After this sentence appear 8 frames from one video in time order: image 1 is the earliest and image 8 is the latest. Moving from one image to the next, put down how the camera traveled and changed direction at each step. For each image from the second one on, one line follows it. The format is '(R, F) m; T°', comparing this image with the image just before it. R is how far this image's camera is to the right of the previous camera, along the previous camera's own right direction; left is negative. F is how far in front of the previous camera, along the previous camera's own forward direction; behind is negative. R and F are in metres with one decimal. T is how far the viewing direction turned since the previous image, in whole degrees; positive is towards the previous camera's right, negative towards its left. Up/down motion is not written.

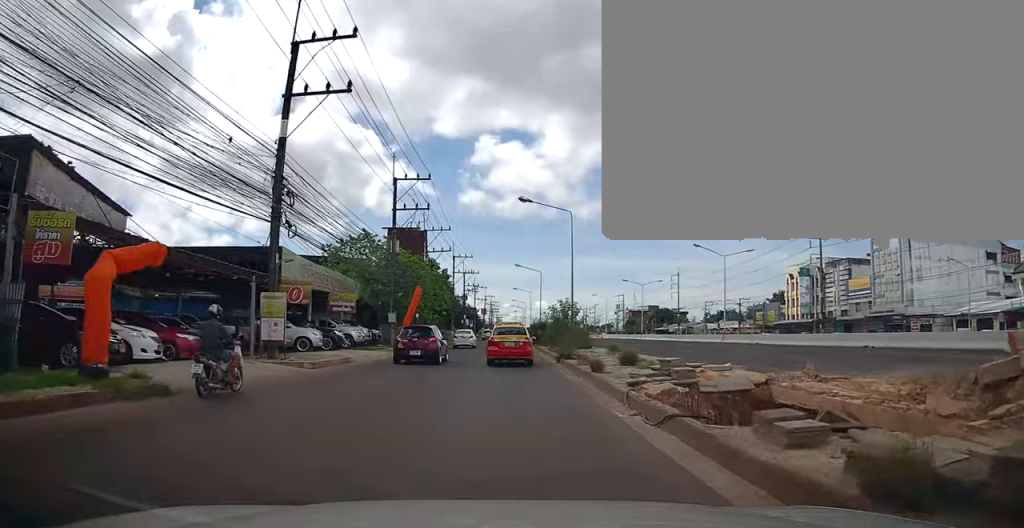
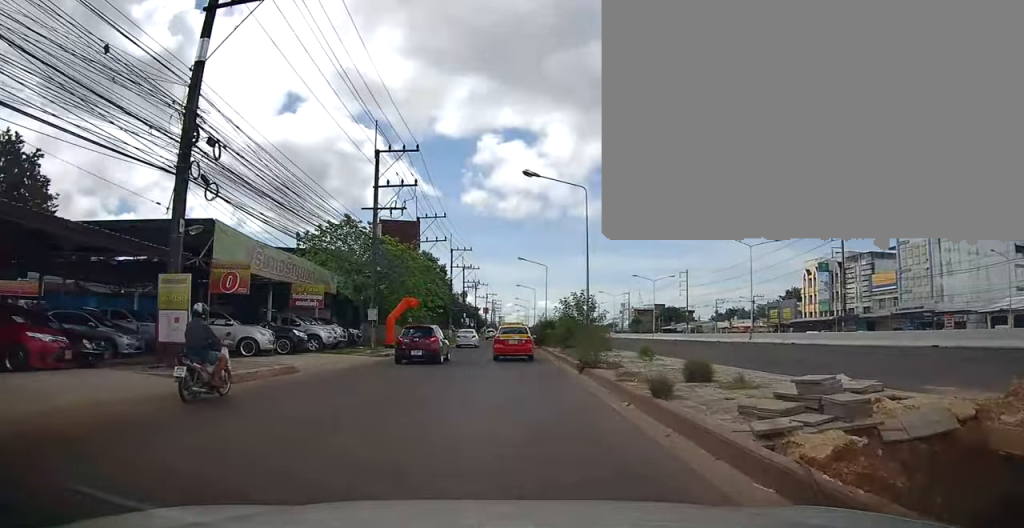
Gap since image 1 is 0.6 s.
(+0.4, +5.7) m; -1°
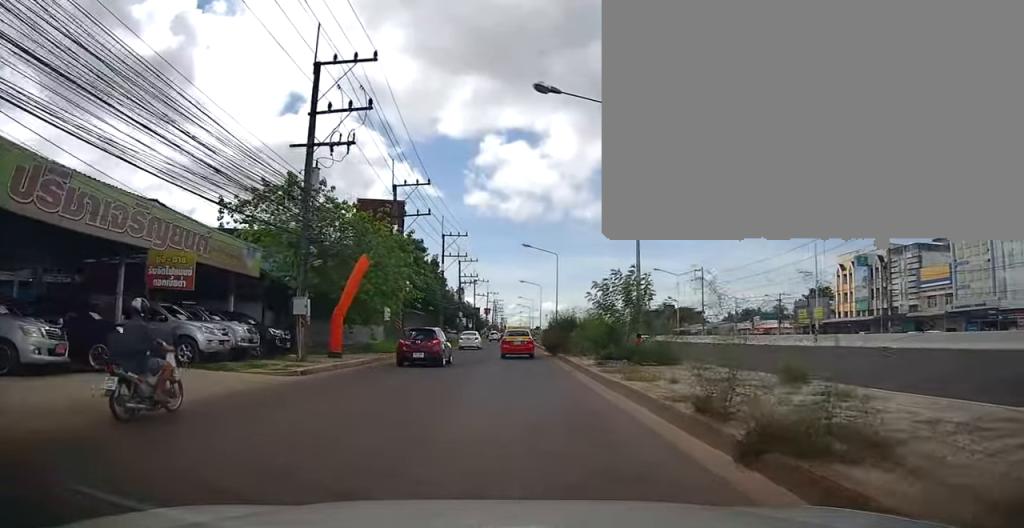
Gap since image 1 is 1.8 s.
(-0.8, +10.9) m; 0°
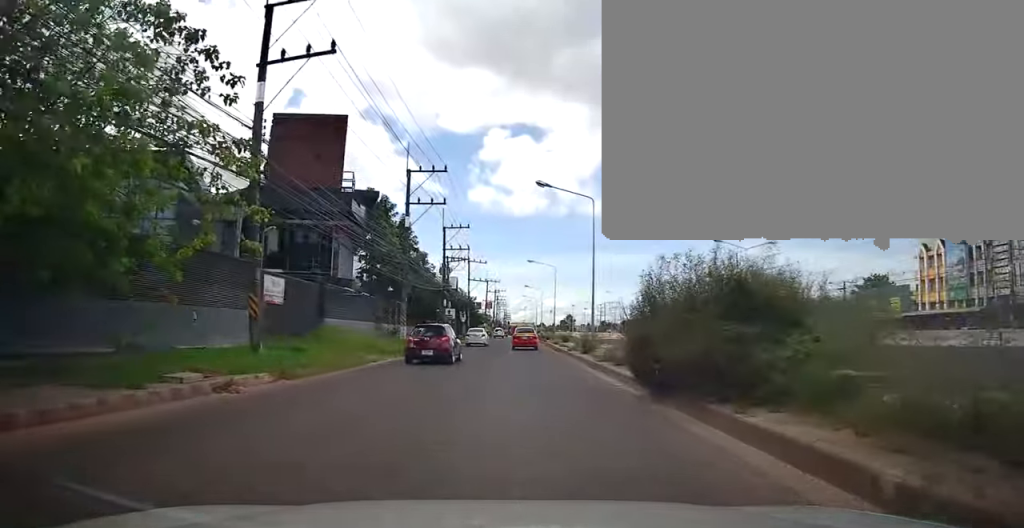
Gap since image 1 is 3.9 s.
(+0.7, +21.2) m; -2°
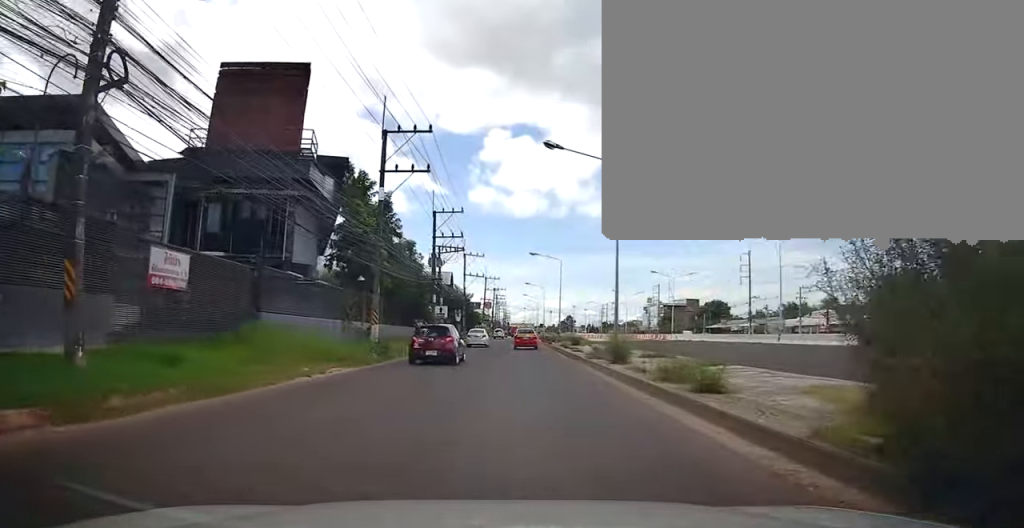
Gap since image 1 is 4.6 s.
(-0.5, +7.1) m; 0°
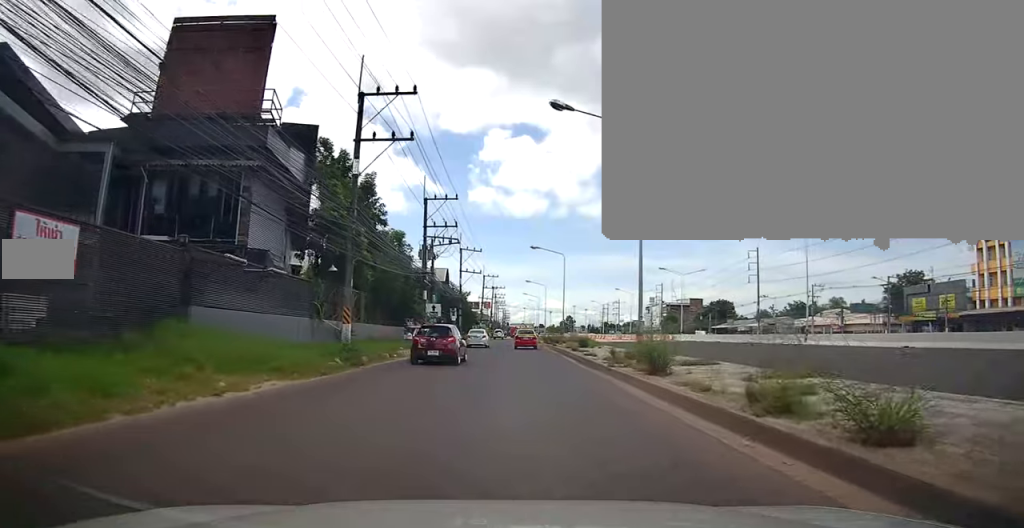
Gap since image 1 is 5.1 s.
(+0.4, +4.7) m; +2°
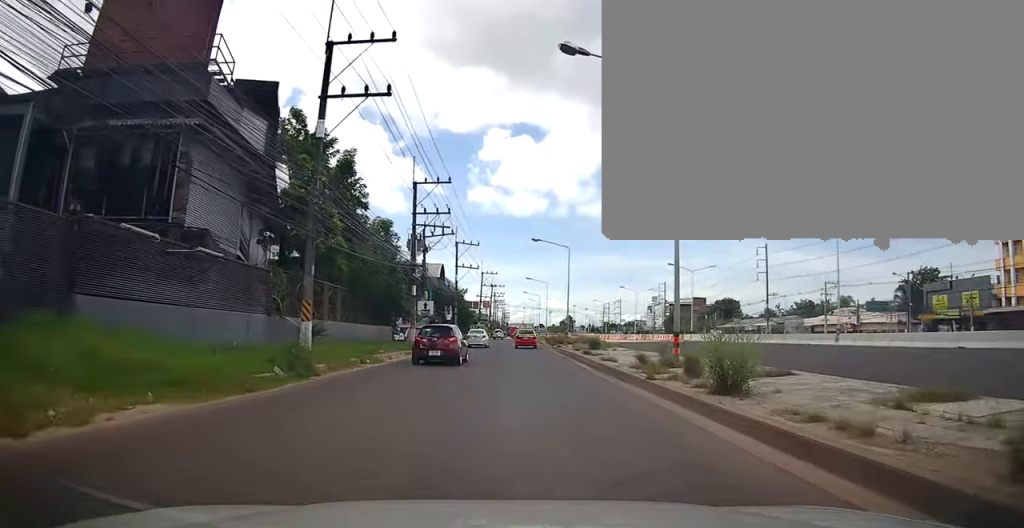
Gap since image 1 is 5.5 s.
(+0.2, +4.5) m; +2°
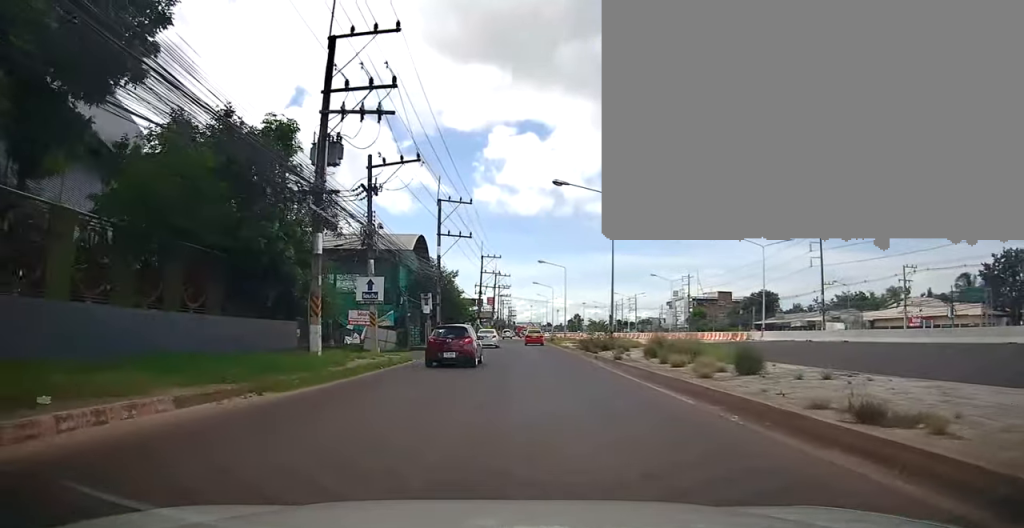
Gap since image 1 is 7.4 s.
(0.0, +19.4) m; 0°
